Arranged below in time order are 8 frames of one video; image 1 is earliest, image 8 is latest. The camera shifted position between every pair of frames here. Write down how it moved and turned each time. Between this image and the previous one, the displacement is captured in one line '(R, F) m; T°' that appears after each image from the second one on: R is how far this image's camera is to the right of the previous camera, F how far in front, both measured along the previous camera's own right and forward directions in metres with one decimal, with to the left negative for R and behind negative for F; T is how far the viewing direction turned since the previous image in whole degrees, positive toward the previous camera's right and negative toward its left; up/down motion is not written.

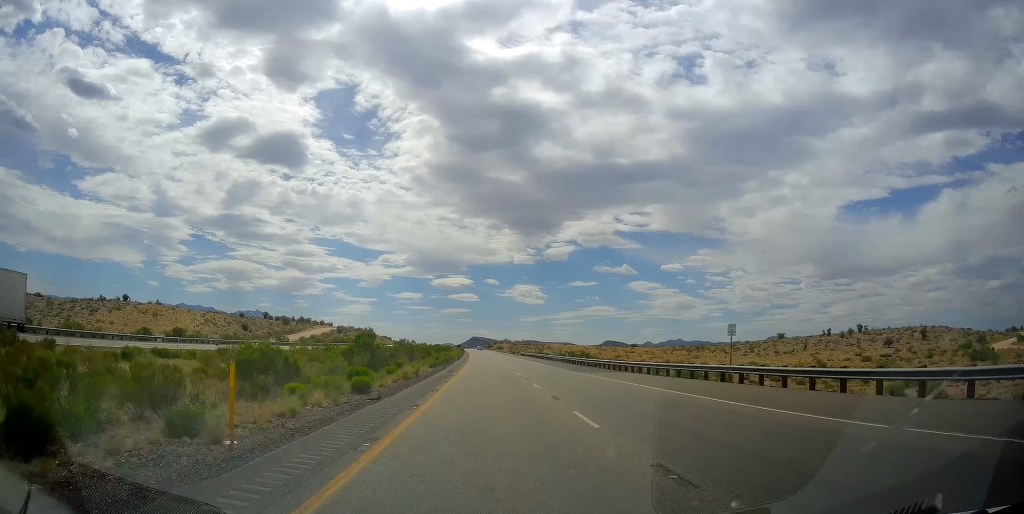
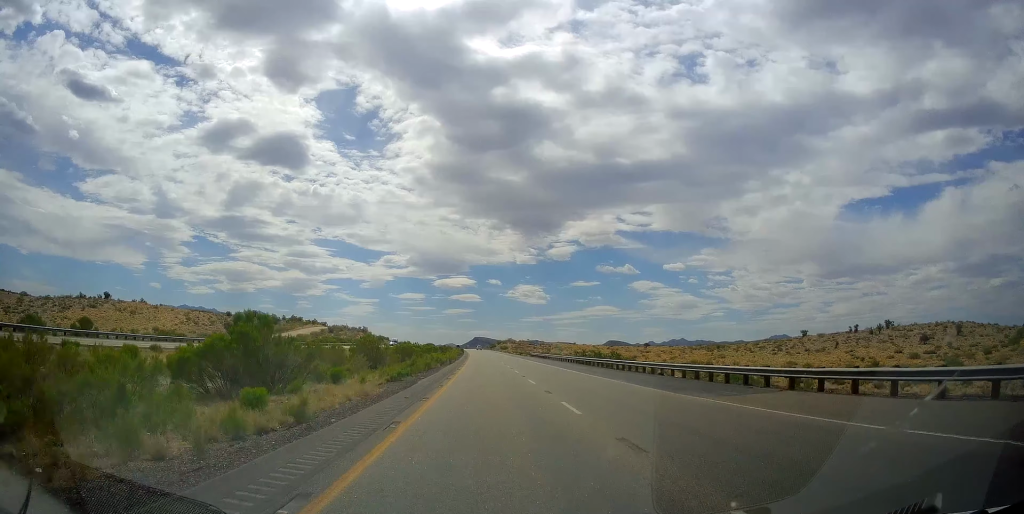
(-0.3, +22.2) m; -1°
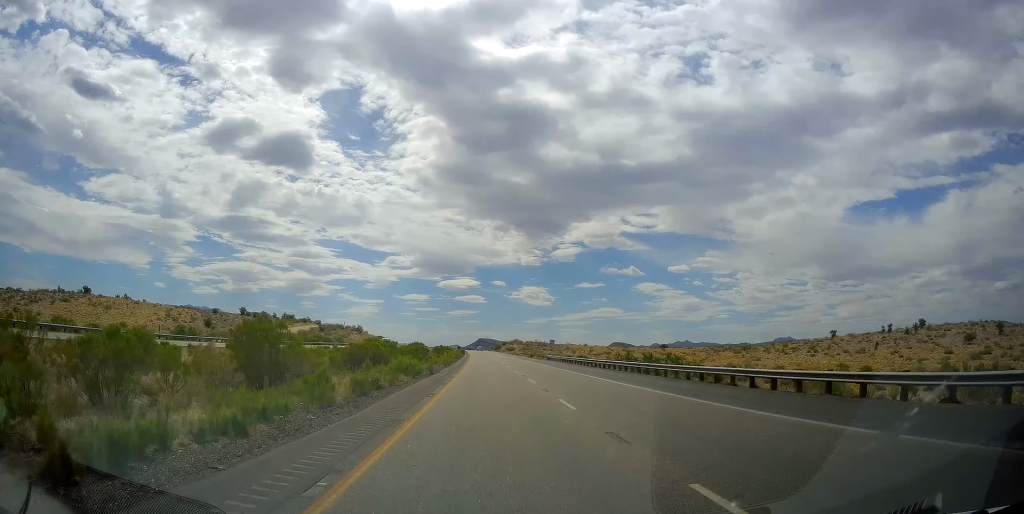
(-0.3, +23.2) m; 0°
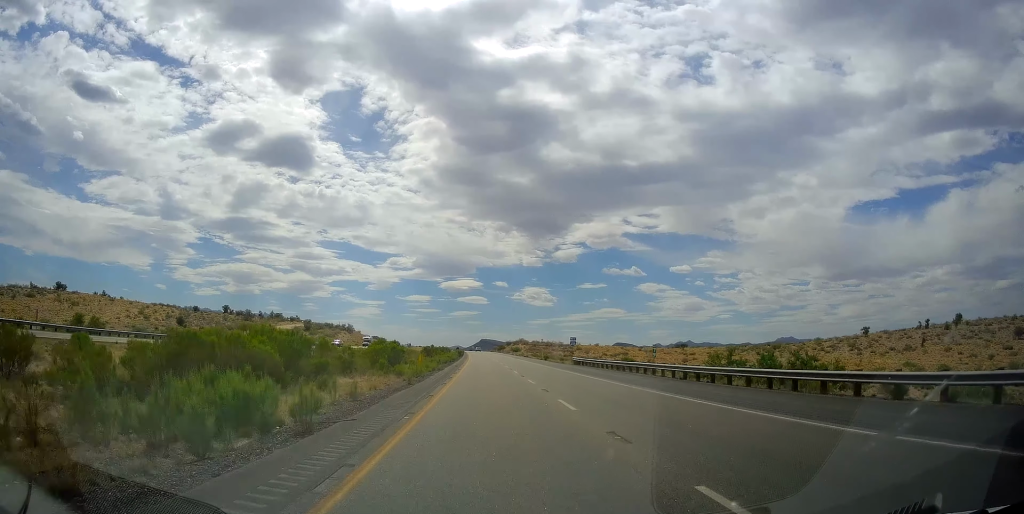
(-0.2, +24.3) m; 0°
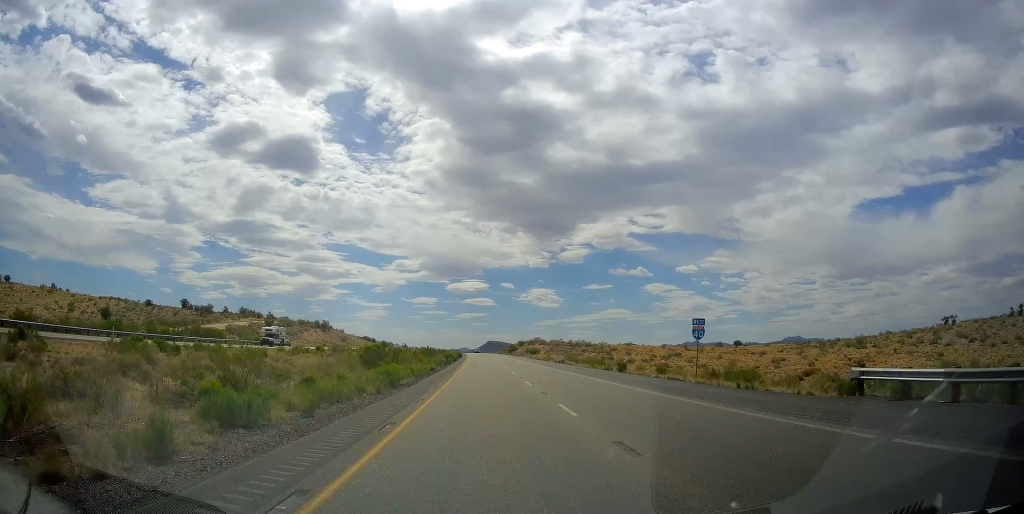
(0.0, +49.5) m; -1°
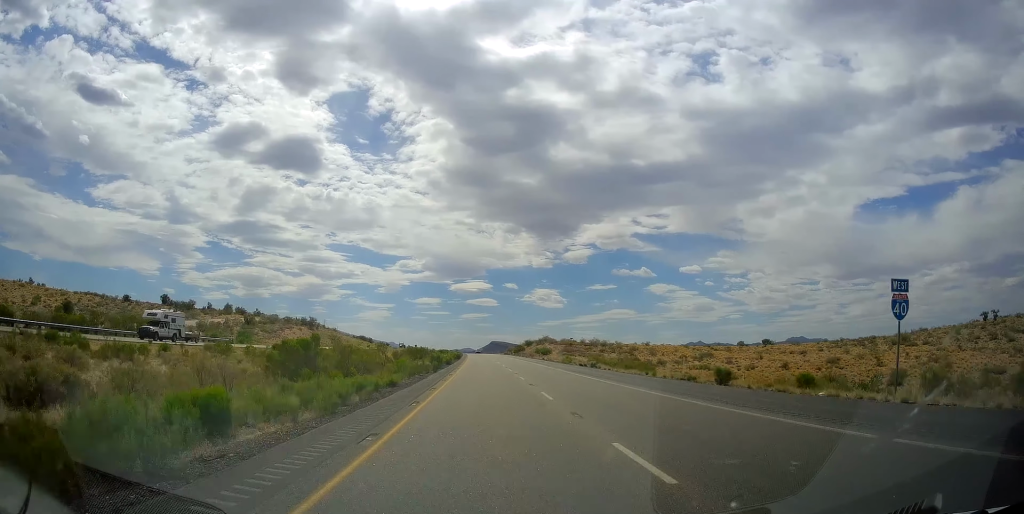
(-0.1, +19.6) m; 0°
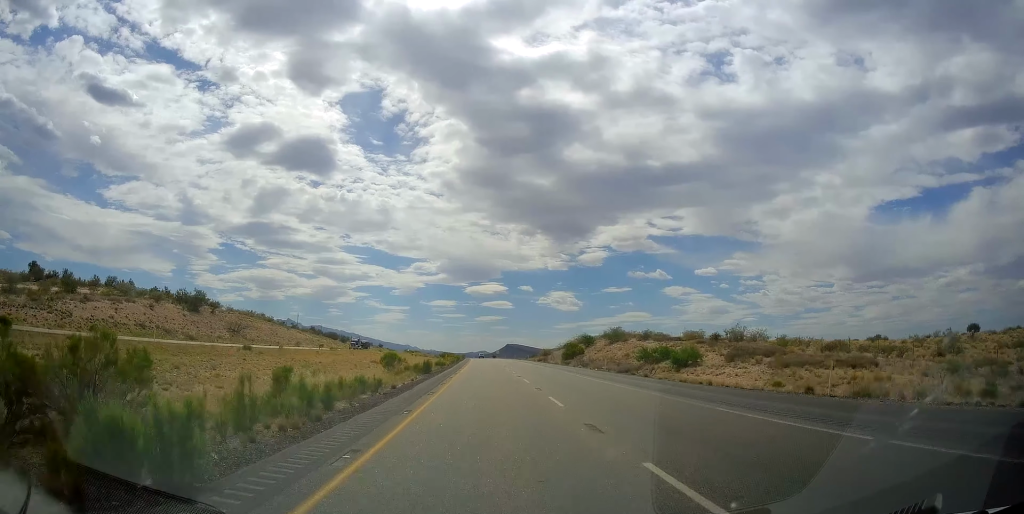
(-0.7, +86.4) m; -1°
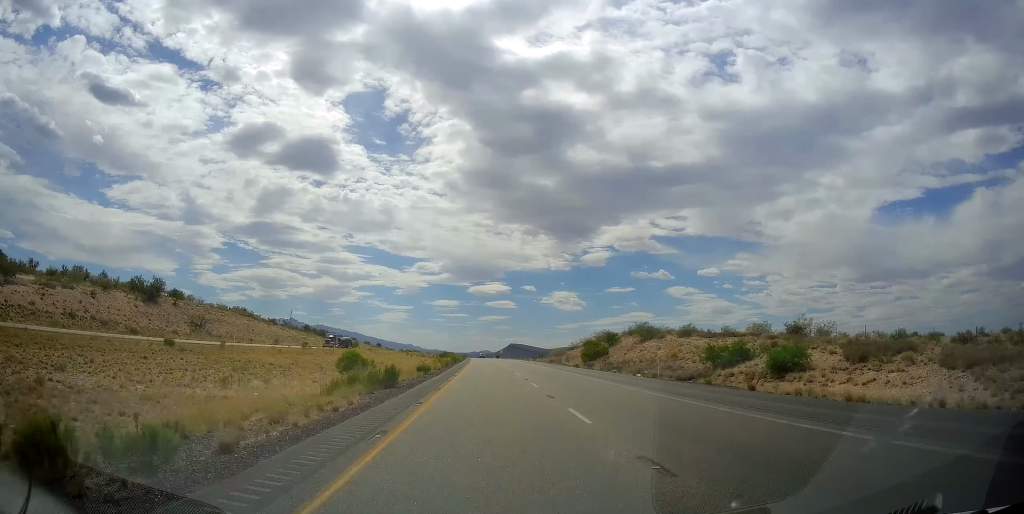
(-0.1, +16.1) m; 0°
